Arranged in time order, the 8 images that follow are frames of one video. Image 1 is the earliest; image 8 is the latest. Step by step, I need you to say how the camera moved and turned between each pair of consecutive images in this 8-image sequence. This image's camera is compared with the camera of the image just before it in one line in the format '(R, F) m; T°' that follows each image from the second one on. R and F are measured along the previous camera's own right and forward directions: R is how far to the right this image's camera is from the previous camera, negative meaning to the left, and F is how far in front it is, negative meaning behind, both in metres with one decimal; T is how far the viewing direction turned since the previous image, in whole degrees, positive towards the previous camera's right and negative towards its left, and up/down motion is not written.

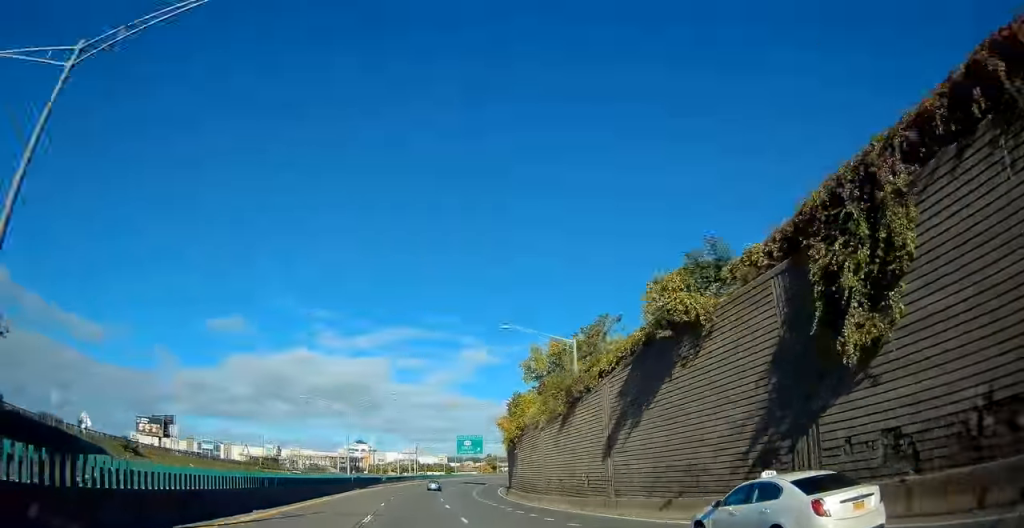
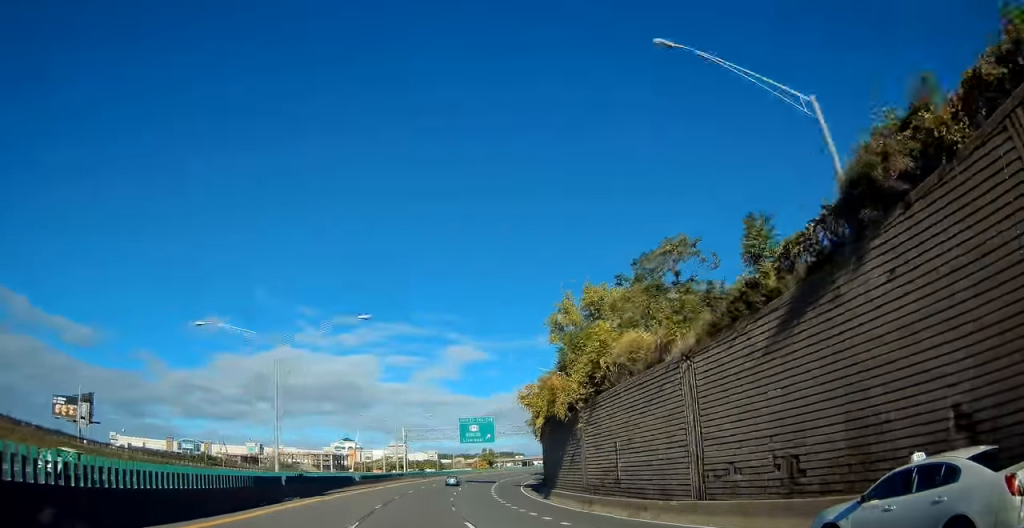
(-0.1, +28.7) m; 0°
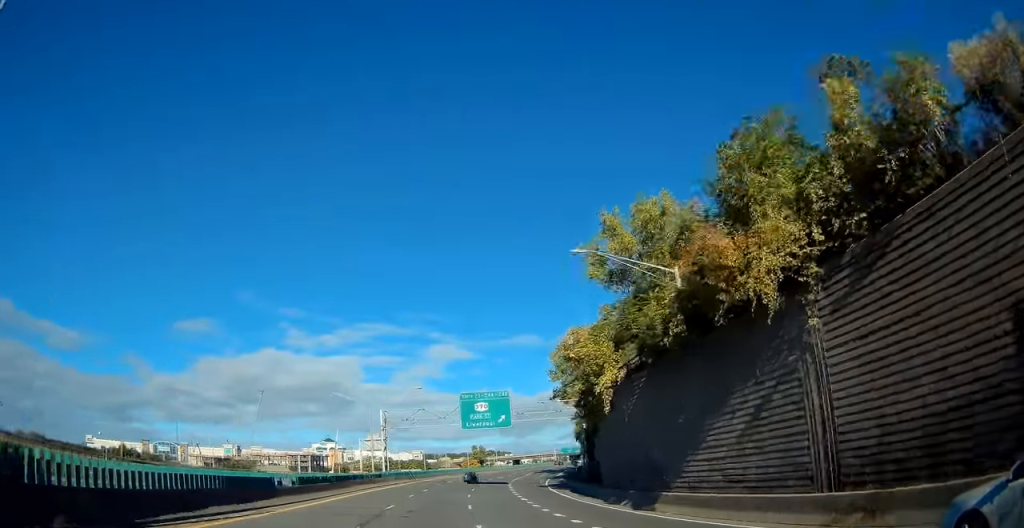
(+0.2, +26.3) m; +1°
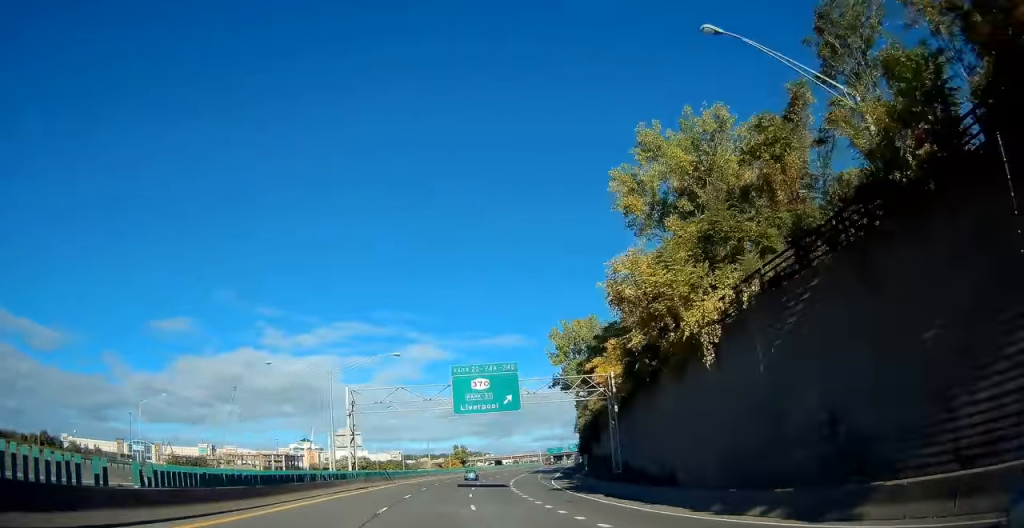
(+0.1, +14.8) m; +1°
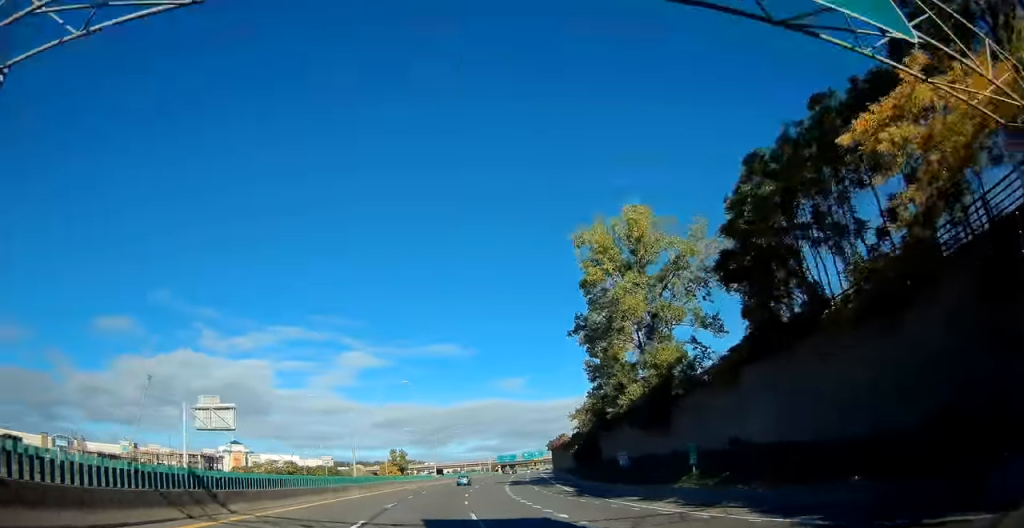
(+1.8, +42.2) m; +6°
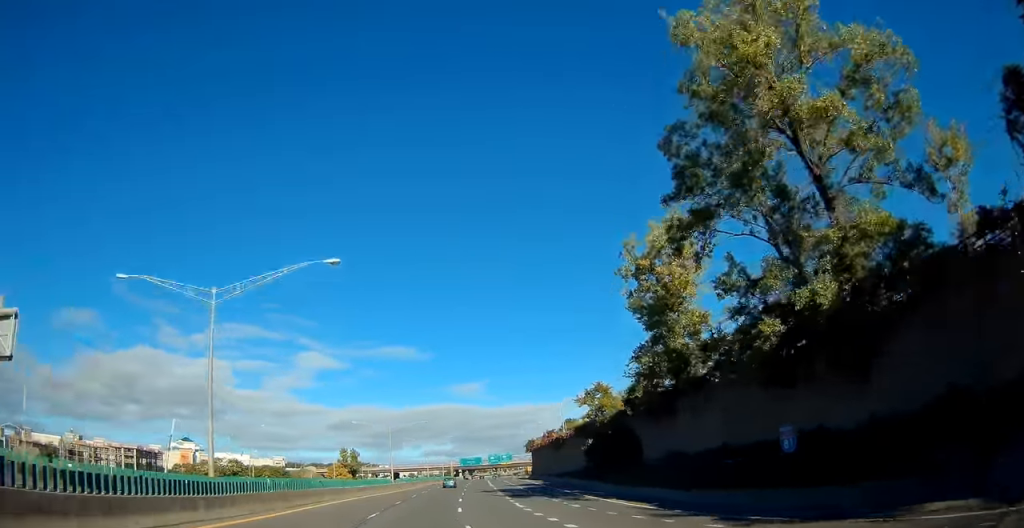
(+1.1, +28.5) m; +4°
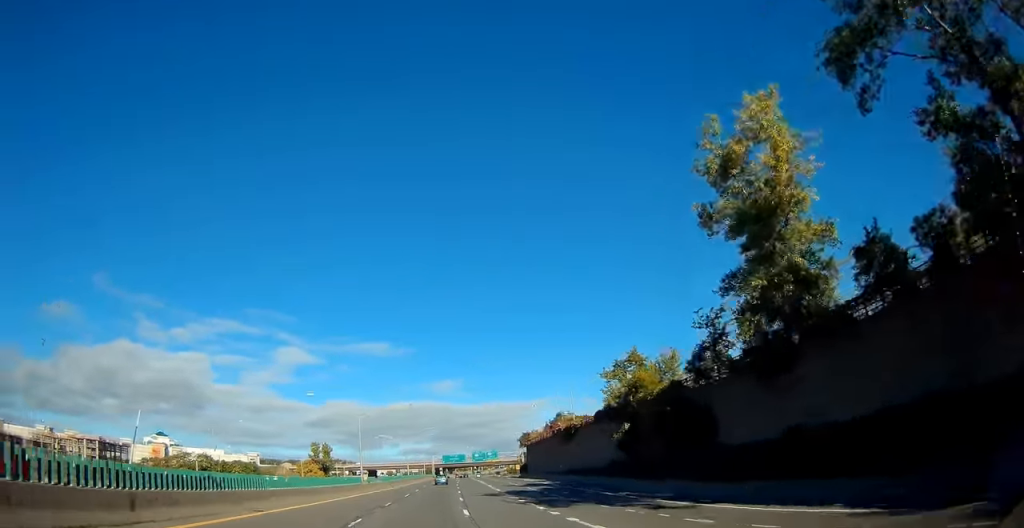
(+0.3, +18.3) m; +2°
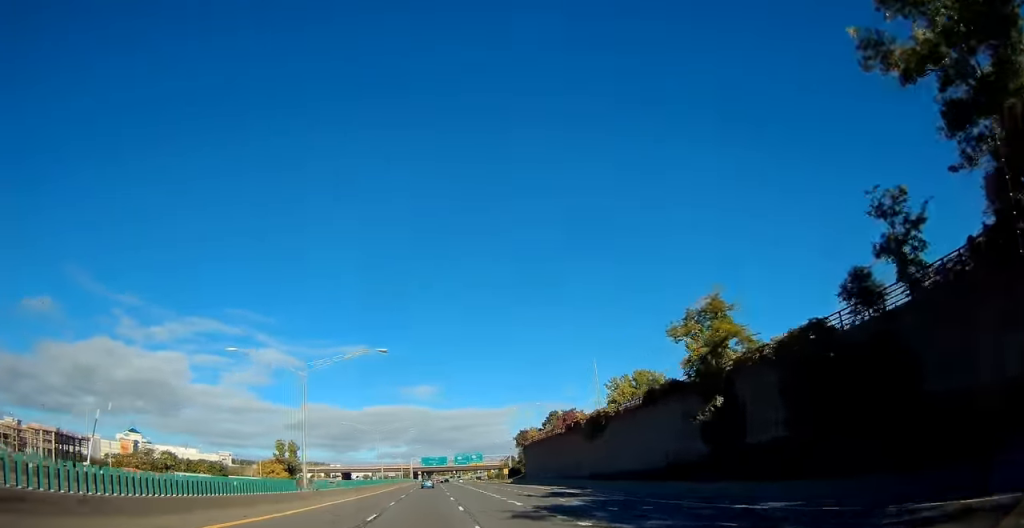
(+0.5, +19.4) m; +3°
